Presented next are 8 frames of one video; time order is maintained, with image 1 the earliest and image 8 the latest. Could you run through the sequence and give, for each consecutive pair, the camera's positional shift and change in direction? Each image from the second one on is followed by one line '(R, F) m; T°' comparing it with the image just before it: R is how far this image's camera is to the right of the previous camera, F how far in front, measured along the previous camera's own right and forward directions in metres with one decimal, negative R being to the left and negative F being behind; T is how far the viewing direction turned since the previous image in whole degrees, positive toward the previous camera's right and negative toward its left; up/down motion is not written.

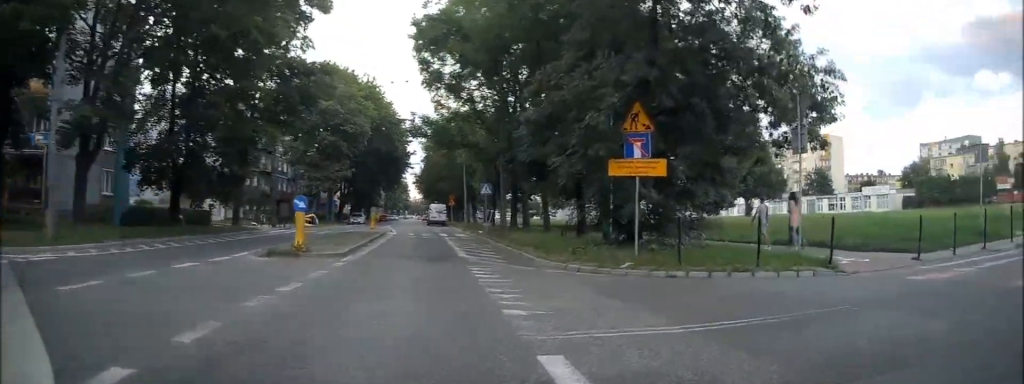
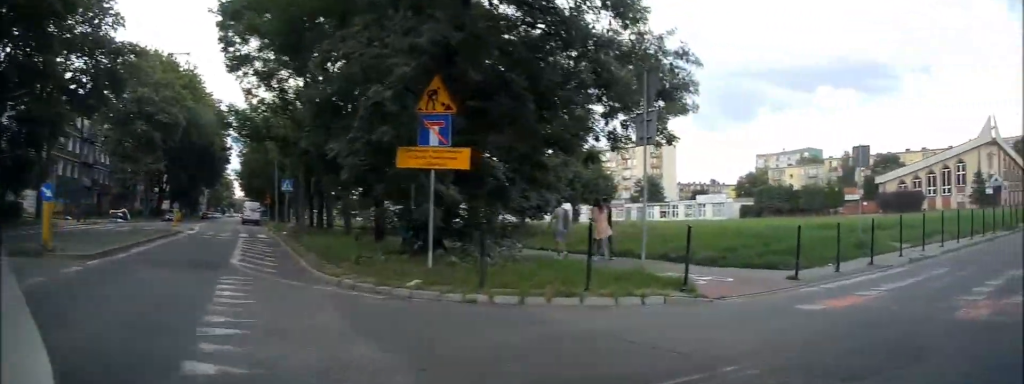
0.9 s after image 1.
(+0.2, +3.2) m; +15°
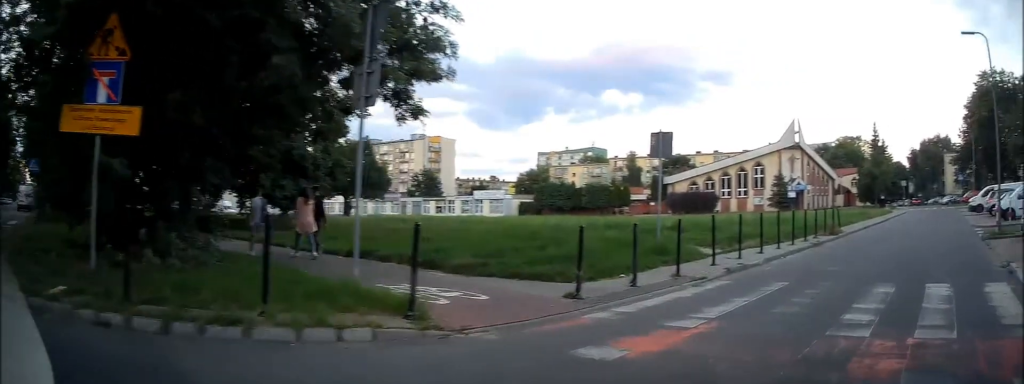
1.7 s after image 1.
(+0.6, +3.3) m; +22°
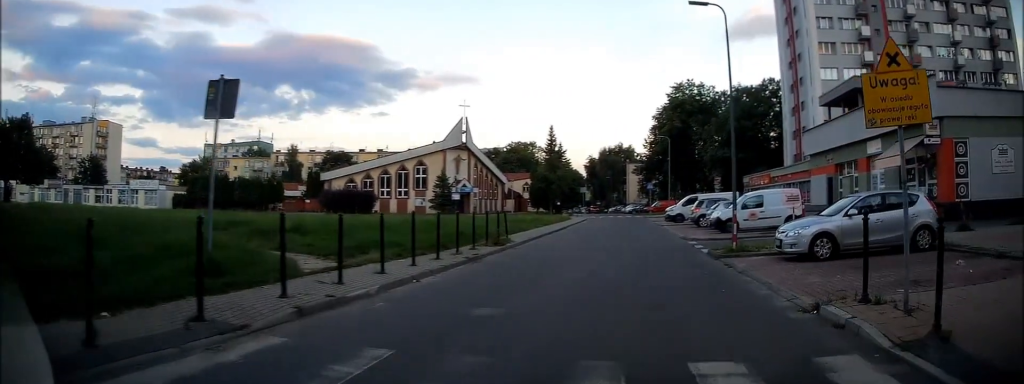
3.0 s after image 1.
(+1.8, +5.7) m; +26°
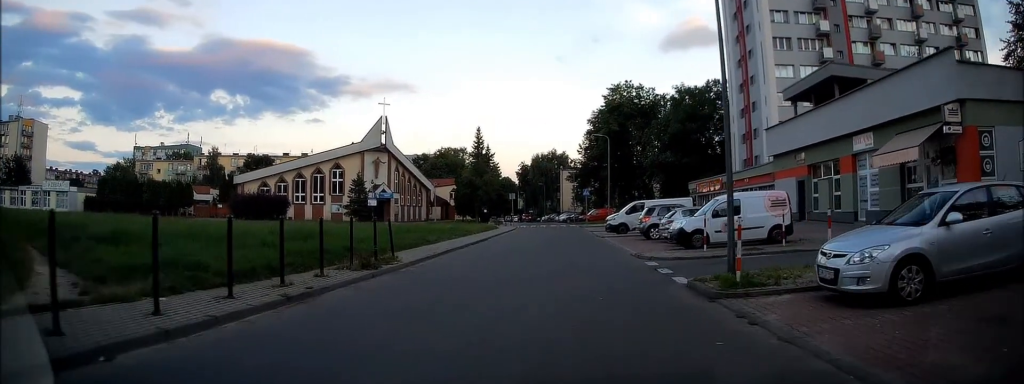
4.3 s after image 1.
(+0.7, +7.1) m; +11°
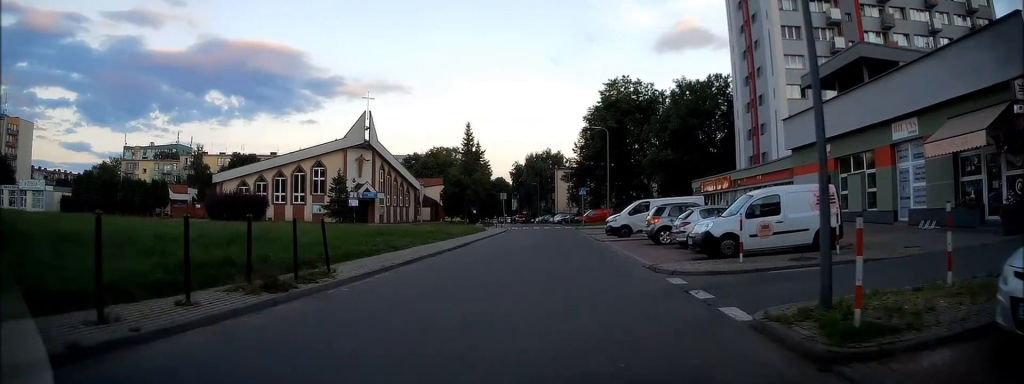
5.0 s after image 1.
(+0.4, +4.8) m; -2°
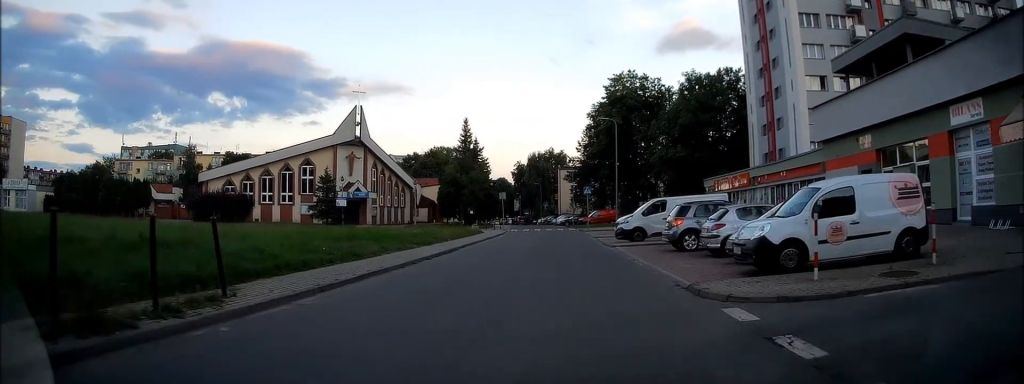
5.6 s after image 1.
(-0.1, +4.6) m; -4°
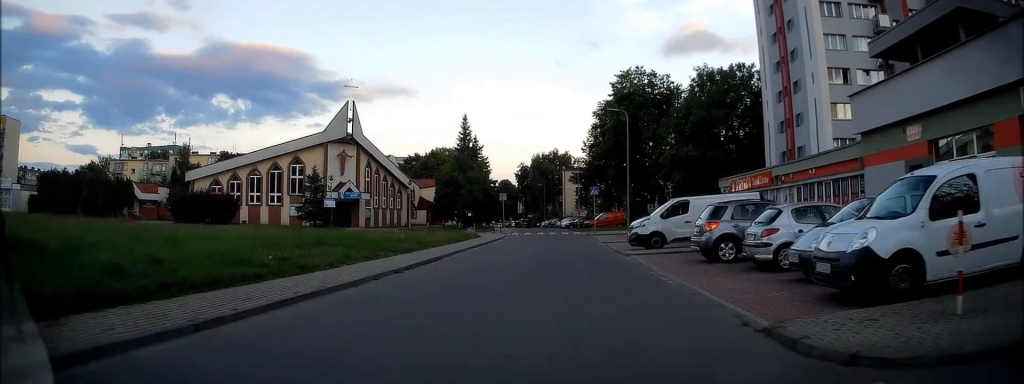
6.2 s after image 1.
(-0.3, +4.2) m; -4°
